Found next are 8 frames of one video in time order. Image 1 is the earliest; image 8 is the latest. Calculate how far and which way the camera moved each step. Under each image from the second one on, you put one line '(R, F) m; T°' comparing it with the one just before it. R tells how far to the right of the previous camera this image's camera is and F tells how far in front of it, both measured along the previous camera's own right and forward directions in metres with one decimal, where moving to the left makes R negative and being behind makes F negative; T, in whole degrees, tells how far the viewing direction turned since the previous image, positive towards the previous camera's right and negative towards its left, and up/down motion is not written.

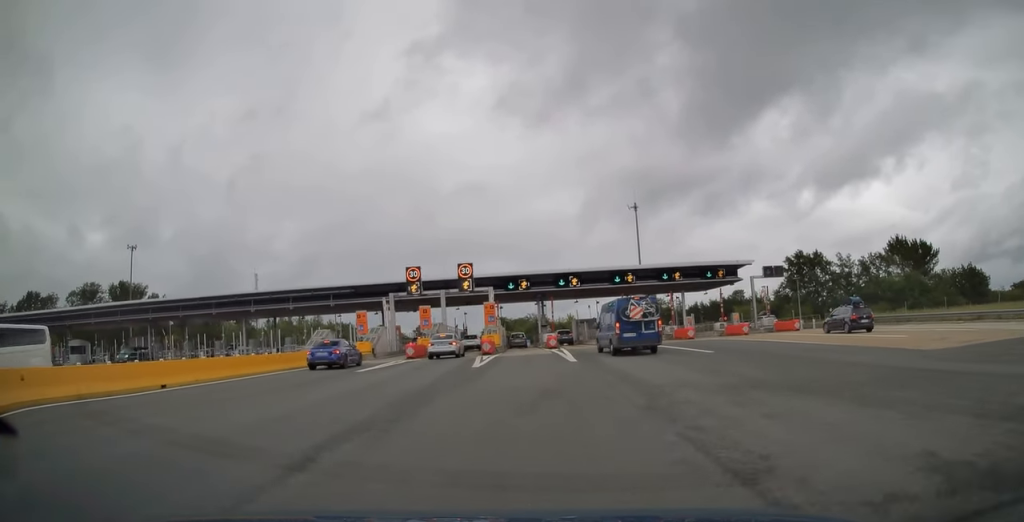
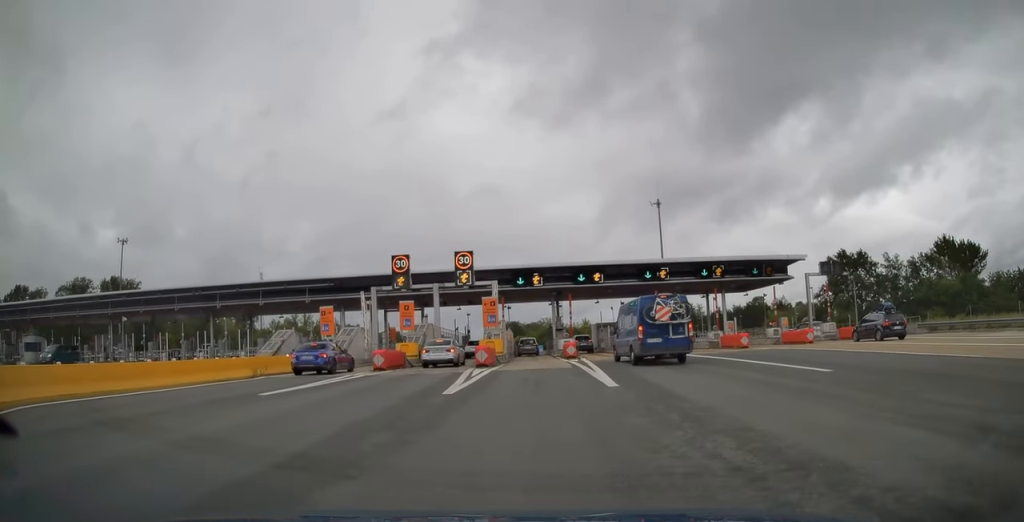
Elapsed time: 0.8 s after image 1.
(-0.1, +11.0) m; -1°
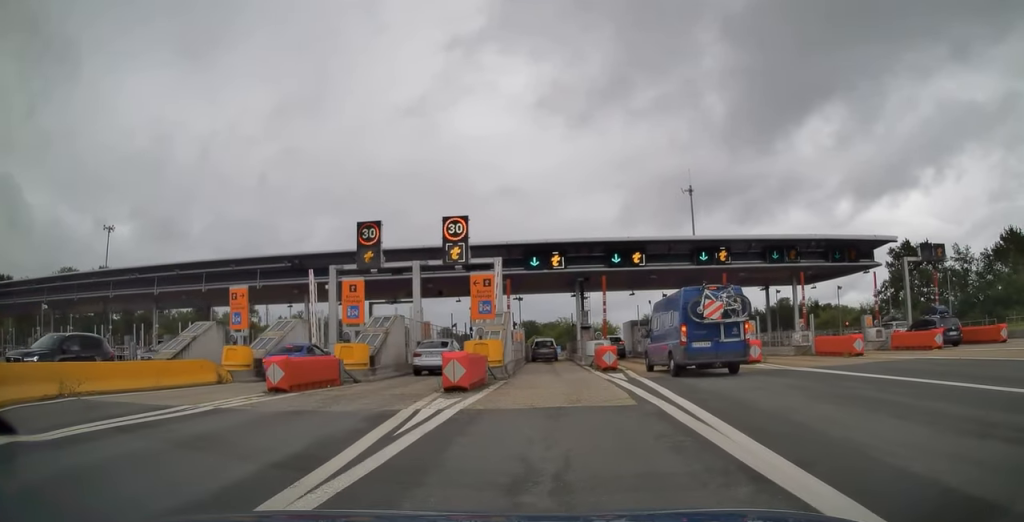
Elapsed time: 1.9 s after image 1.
(-0.2, +13.9) m; -1°
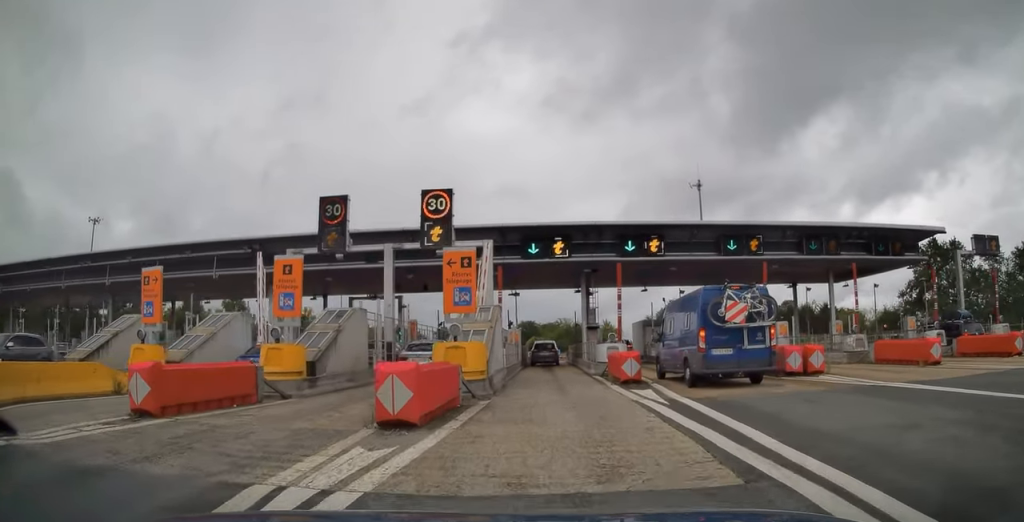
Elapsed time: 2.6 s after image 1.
(0.0, +7.0) m; 0°
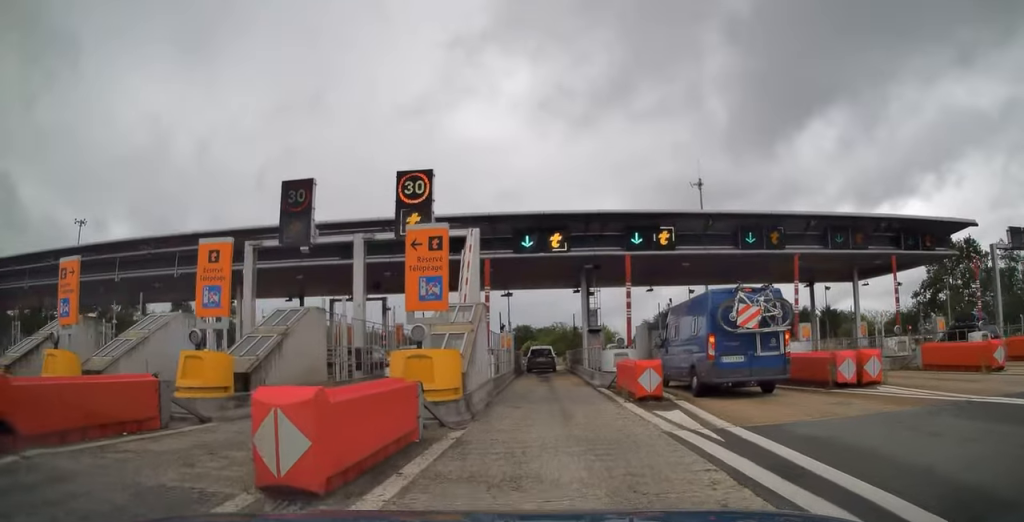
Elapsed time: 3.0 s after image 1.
(0.0, +4.5) m; 0°
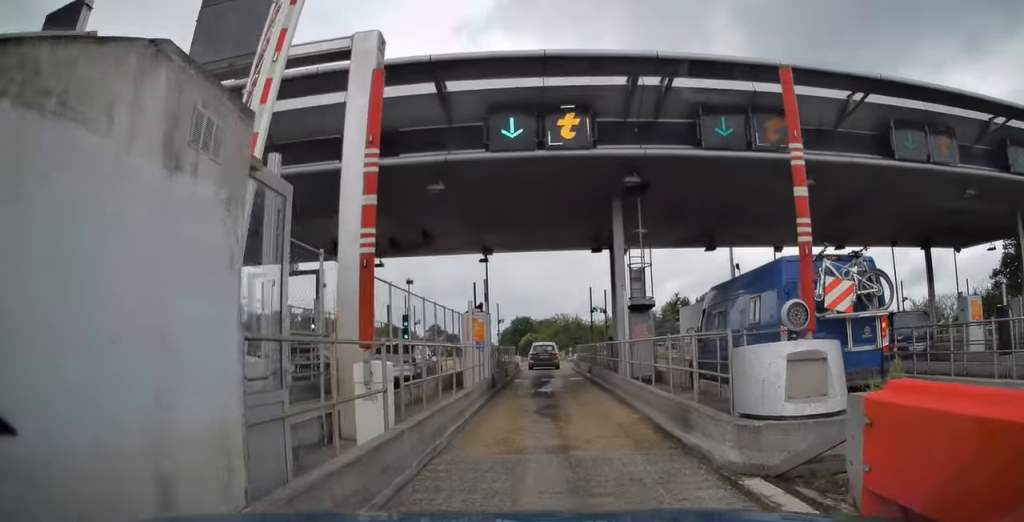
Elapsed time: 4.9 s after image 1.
(-0.4, +16.2) m; -2°
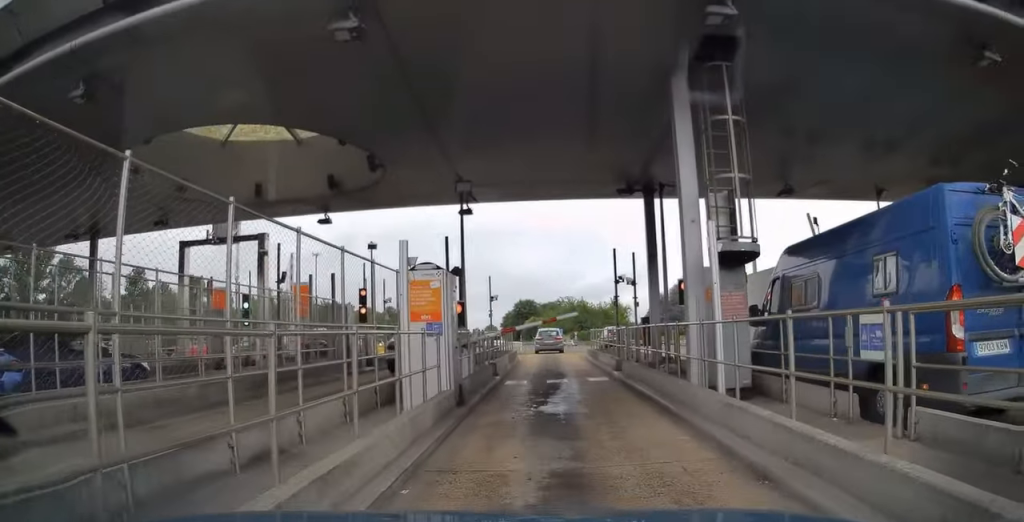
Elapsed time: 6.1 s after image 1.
(+0.1, +8.3) m; +1°
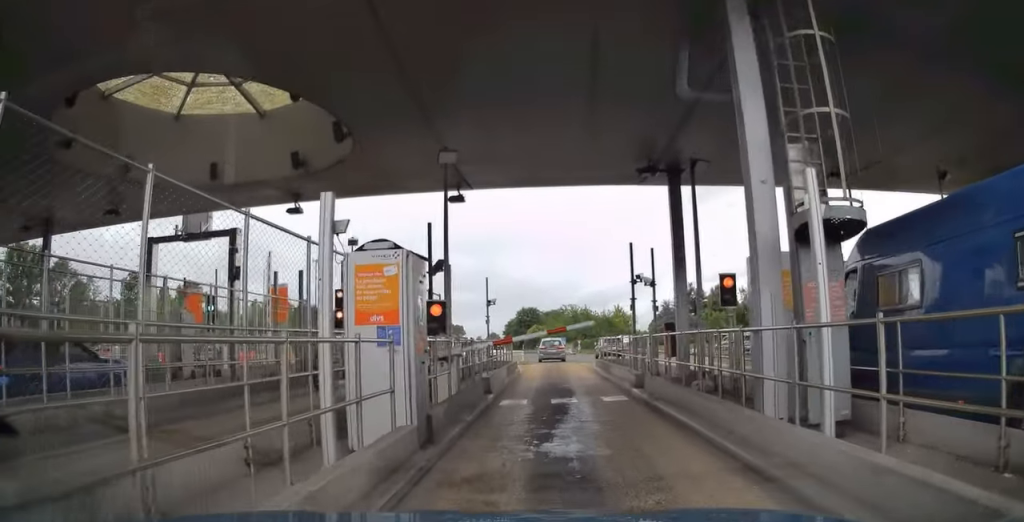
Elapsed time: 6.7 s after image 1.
(0.0, +3.5) m; 0°
